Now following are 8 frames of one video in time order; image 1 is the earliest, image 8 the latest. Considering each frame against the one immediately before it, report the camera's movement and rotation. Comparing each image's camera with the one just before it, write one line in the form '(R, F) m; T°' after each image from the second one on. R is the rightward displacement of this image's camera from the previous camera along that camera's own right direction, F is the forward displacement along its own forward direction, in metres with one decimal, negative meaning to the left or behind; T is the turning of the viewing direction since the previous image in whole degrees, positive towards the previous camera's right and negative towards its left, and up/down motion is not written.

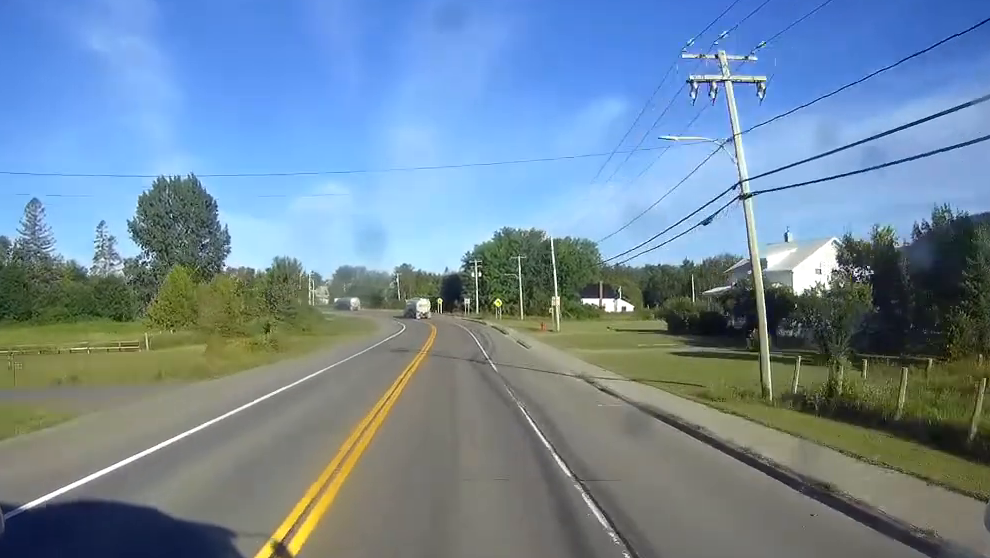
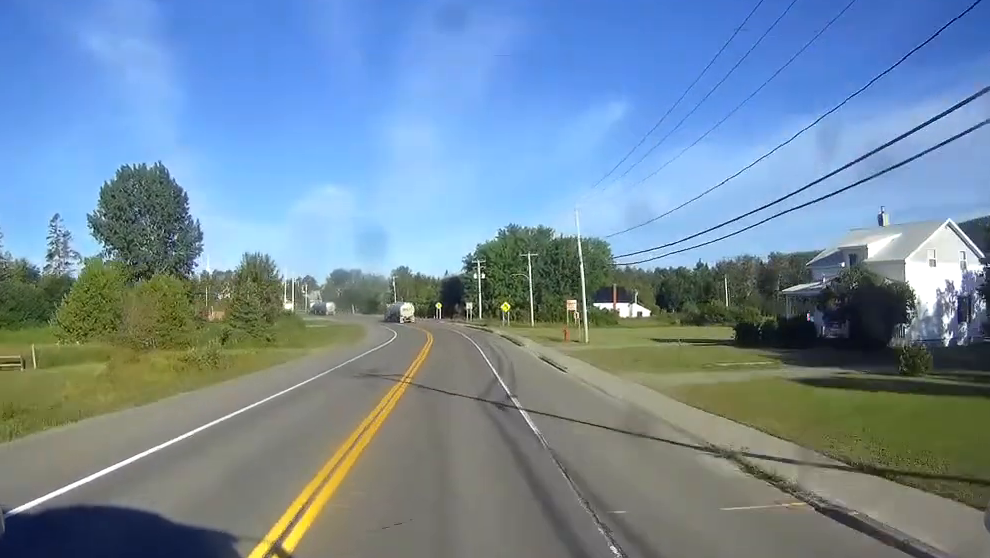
(0.0, +17.0) m; 0°
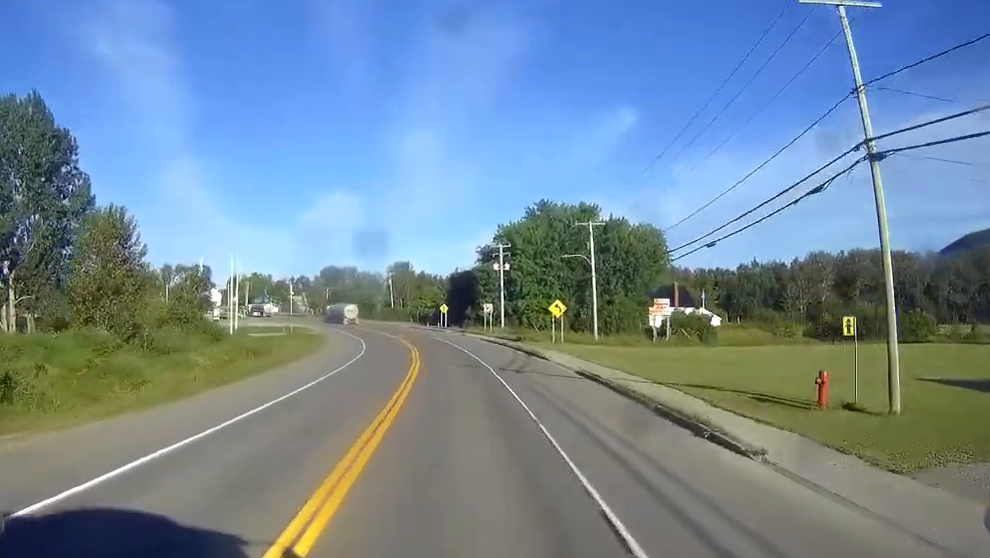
(-0.4, +45.0) m; -1°
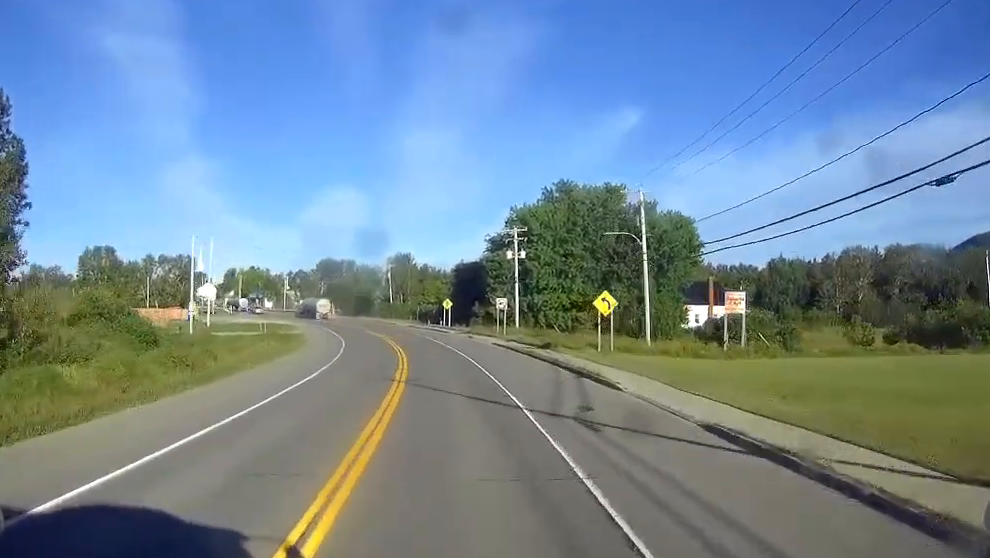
(0.0, +17.1) m; -1°
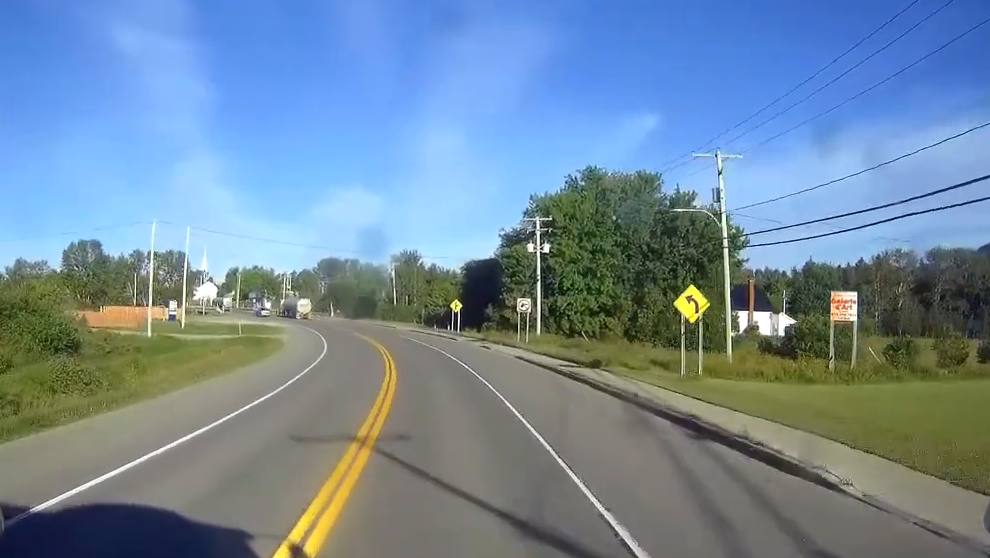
(+0.1, +14.0) m; -1°
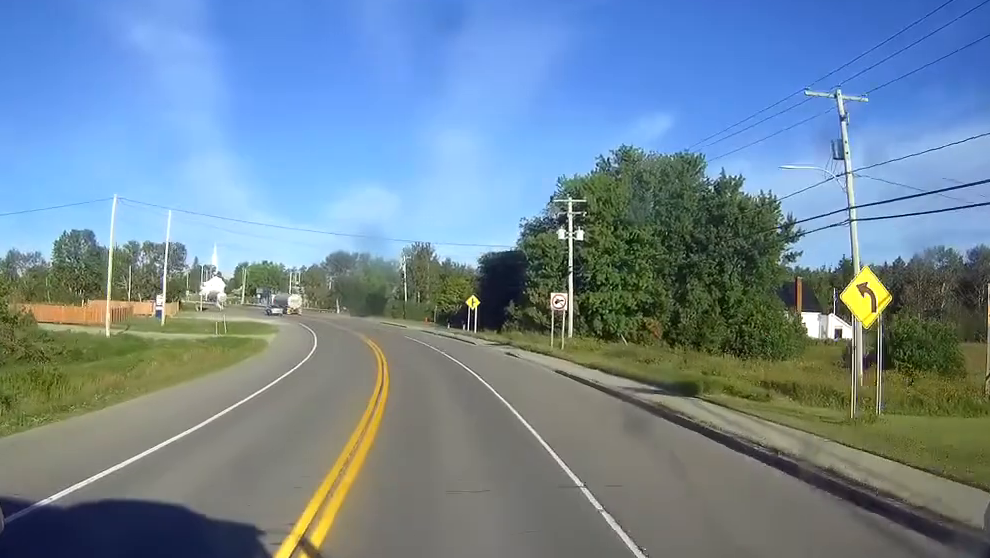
(-0.2, +11.6) m; -1°
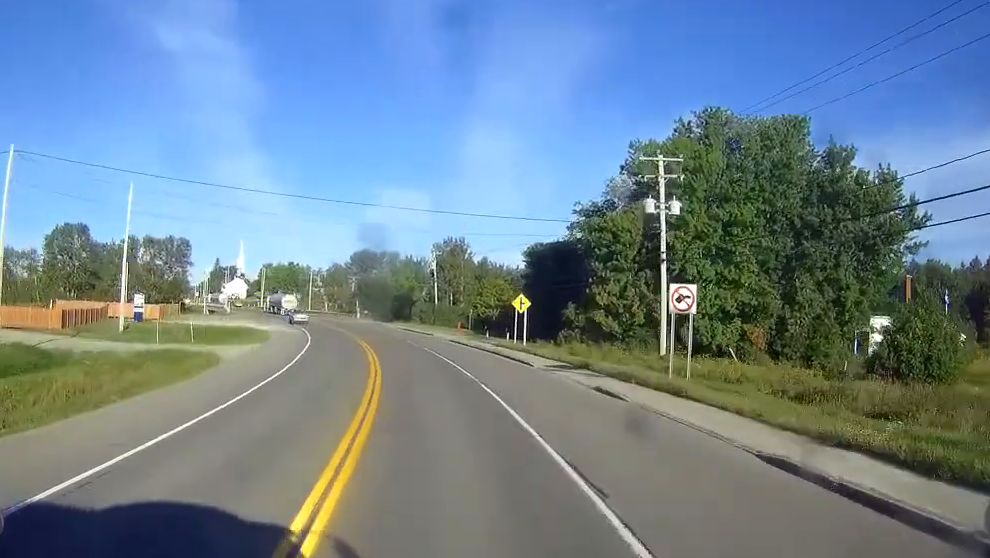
(-0.5, +19.4) m; -2°
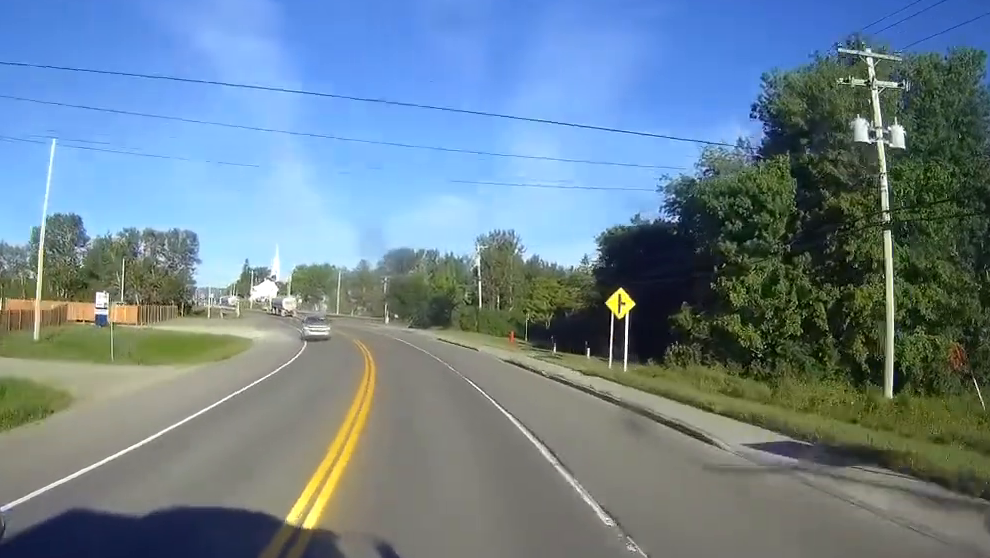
(0.0, +20.9) m; -2°
